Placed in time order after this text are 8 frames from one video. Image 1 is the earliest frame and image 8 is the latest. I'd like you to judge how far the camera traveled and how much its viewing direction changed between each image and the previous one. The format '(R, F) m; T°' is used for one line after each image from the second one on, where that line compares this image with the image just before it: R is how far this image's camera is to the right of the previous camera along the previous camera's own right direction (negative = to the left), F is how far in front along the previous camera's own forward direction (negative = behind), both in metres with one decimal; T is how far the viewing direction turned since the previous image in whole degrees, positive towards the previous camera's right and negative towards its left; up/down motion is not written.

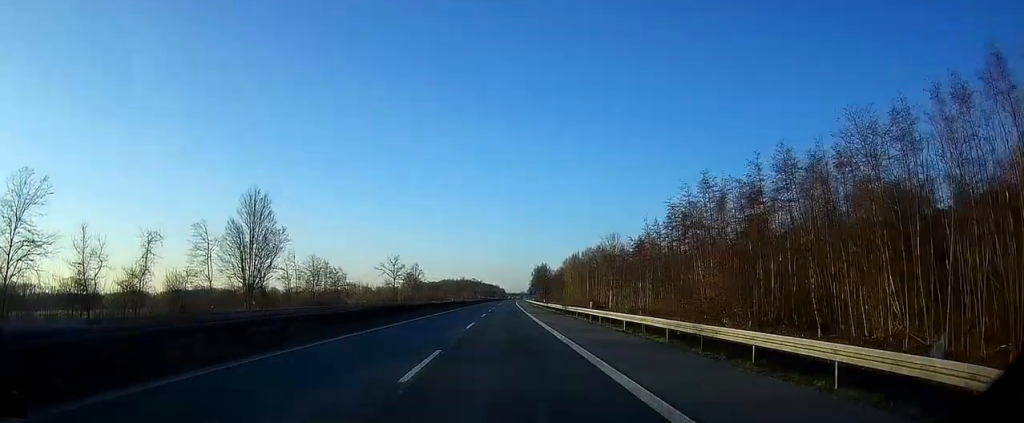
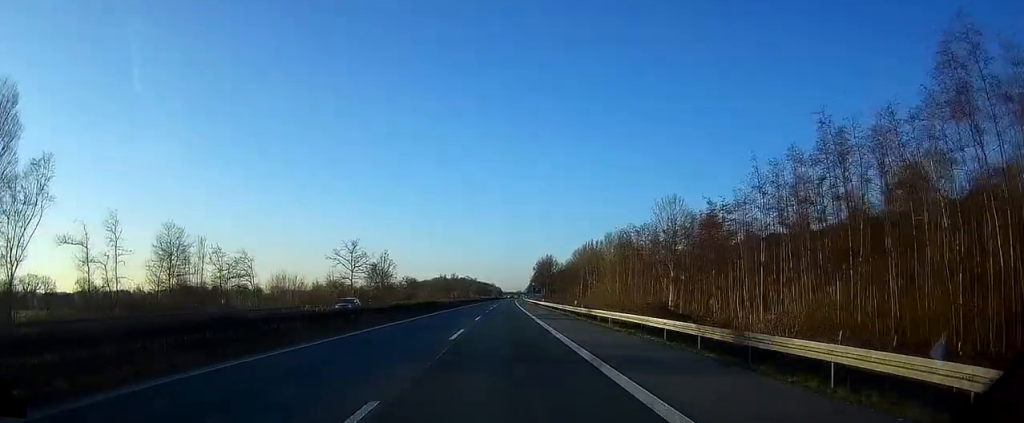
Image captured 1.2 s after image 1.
(+0.1, +44.2) m; 0°
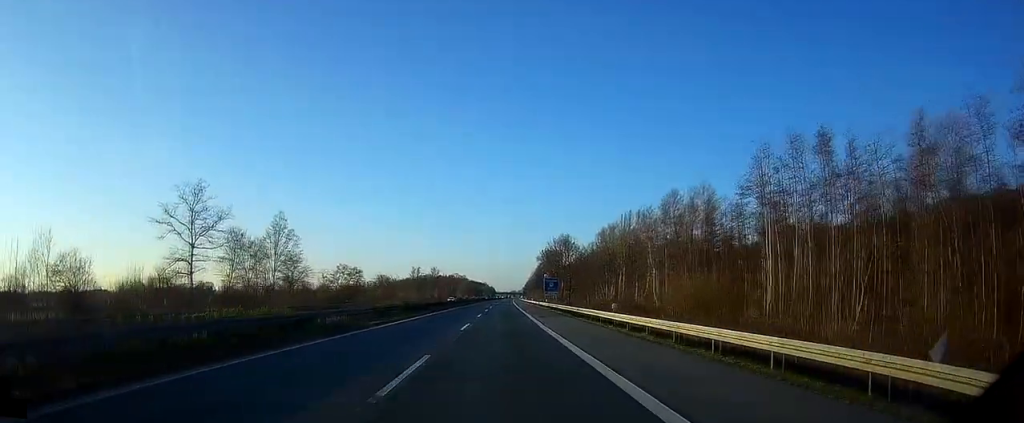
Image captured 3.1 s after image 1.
(+0.9, +65.0) m; +1°
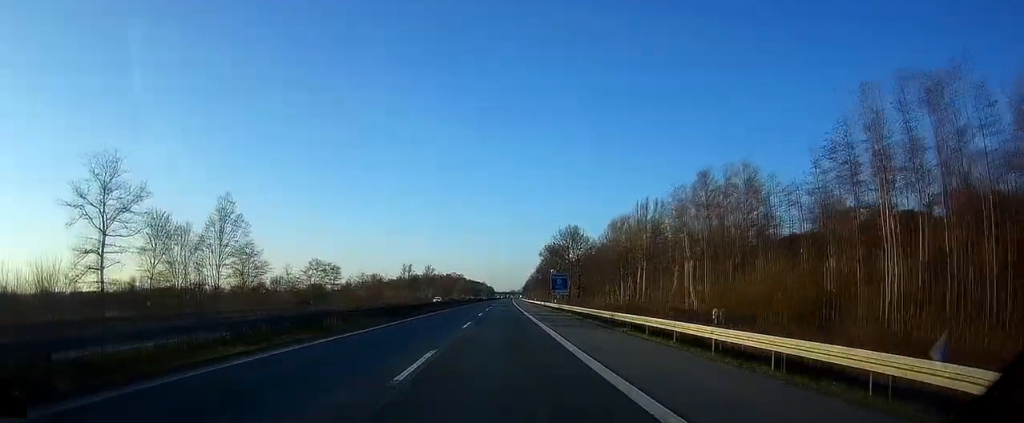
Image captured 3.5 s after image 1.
(0.0, +16.2) m; 0°
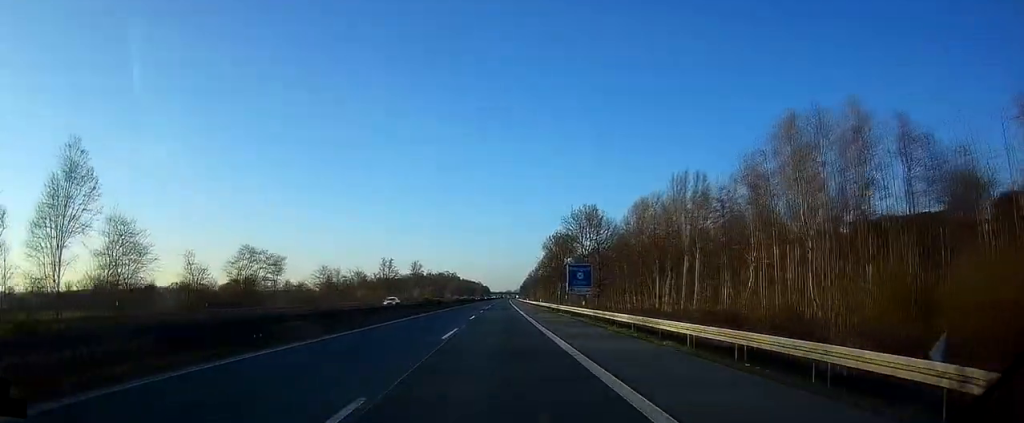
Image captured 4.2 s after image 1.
(0.0, +26.3) m; 0°
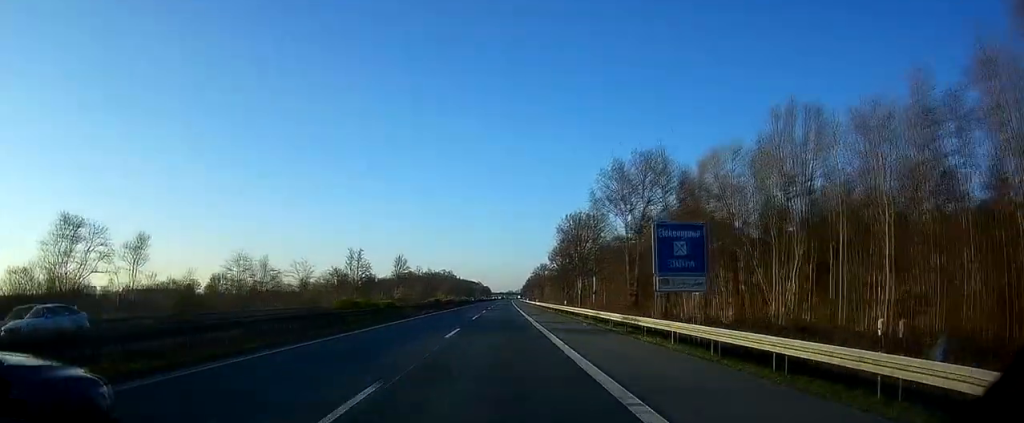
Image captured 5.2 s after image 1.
(0.0, +34.6) m; 0°
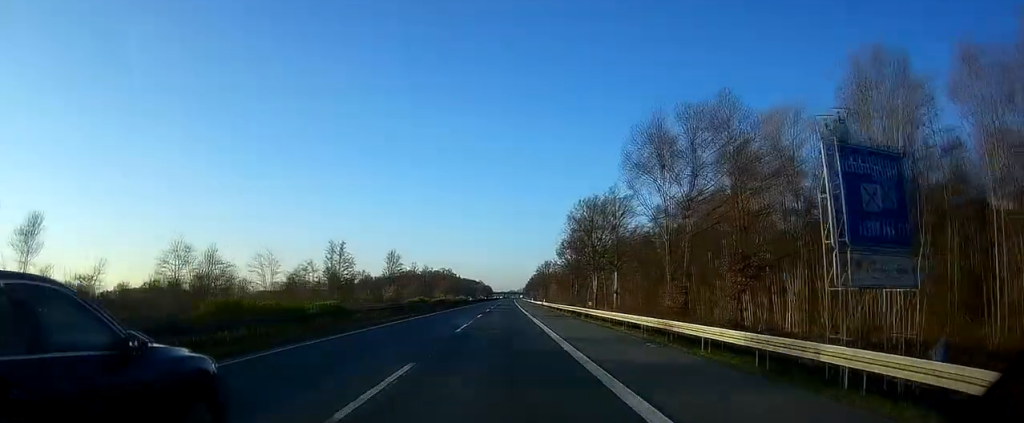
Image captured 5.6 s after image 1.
(0.0, +15.0) m; 0°
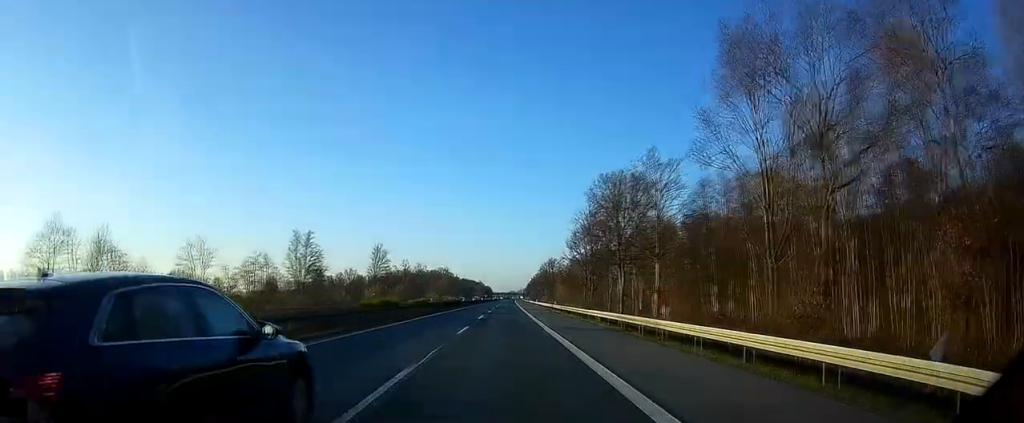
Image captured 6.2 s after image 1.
(0.0, +19.2) m; 0°
